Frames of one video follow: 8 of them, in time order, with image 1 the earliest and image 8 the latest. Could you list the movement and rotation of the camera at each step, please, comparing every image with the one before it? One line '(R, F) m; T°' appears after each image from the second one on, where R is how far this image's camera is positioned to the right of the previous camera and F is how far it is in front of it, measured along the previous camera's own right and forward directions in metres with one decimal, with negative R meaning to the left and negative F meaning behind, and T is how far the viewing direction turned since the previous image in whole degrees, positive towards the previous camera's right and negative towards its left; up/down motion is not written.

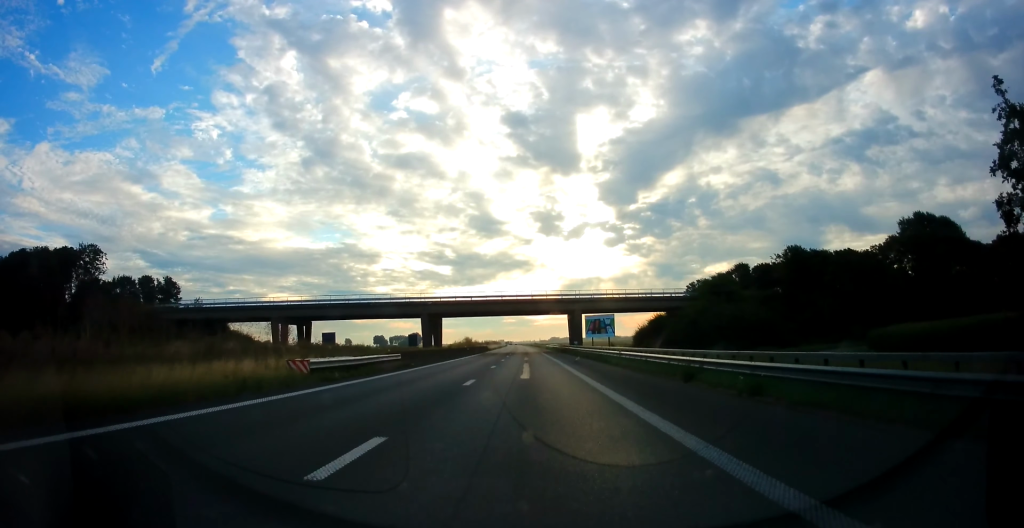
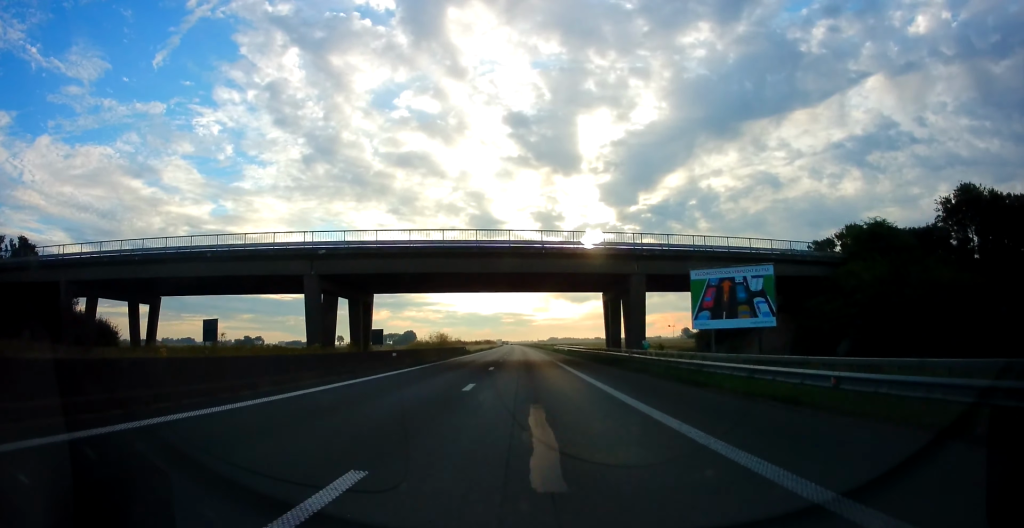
(-0.6, +39.8) m; -1°
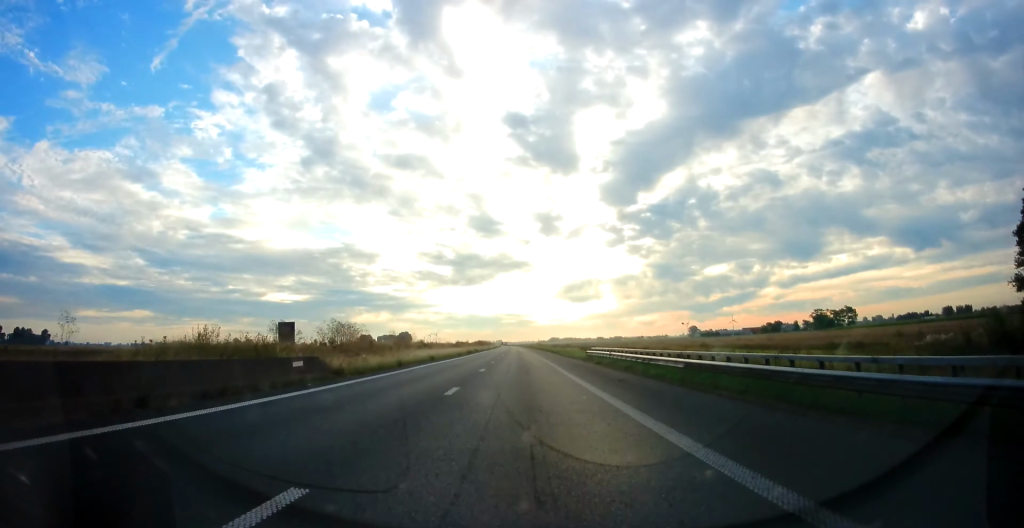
(-0.2, +51.0) m; 0°
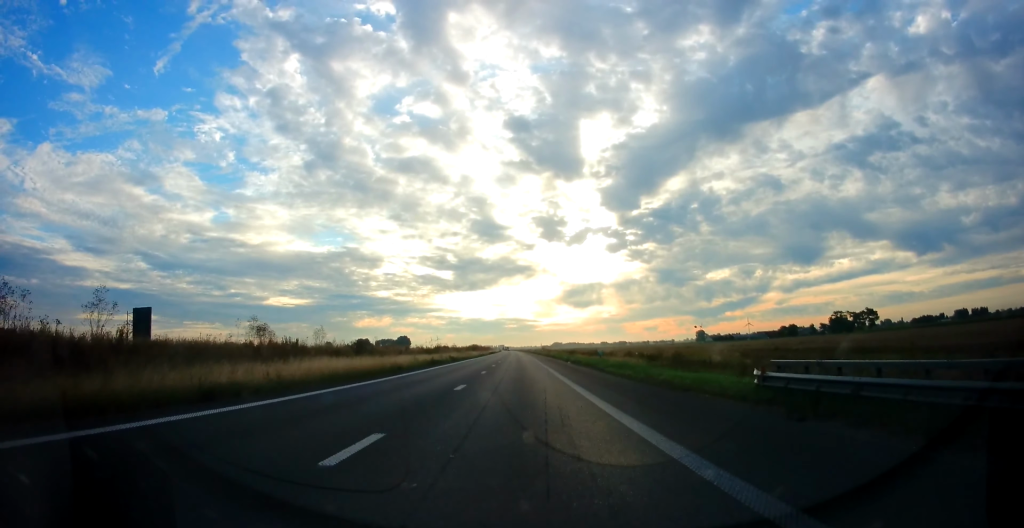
(+0.1, +33.9) m; 0°
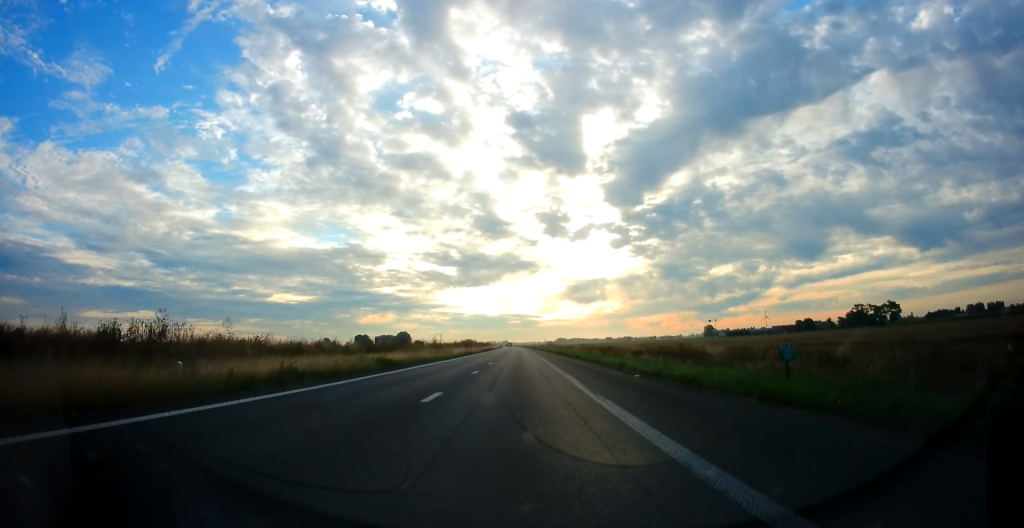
(0.0, +30.7) m; 0°
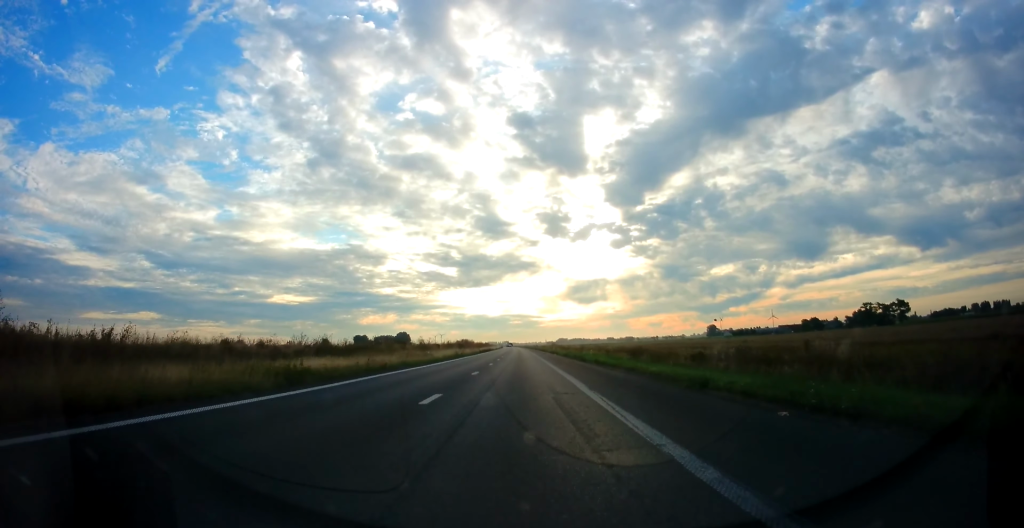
(0.0, +12.7) m; 0°
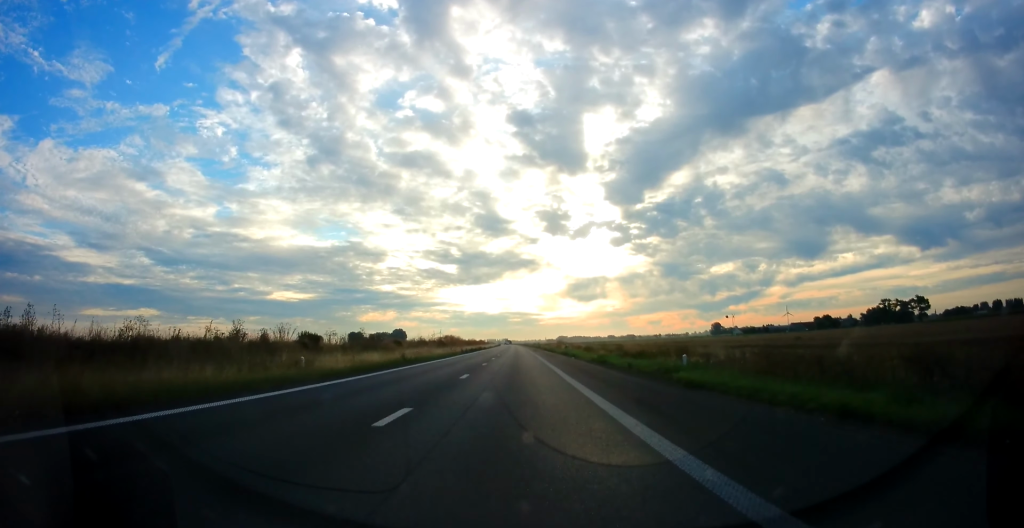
(0.0, +28.6) m; 0°
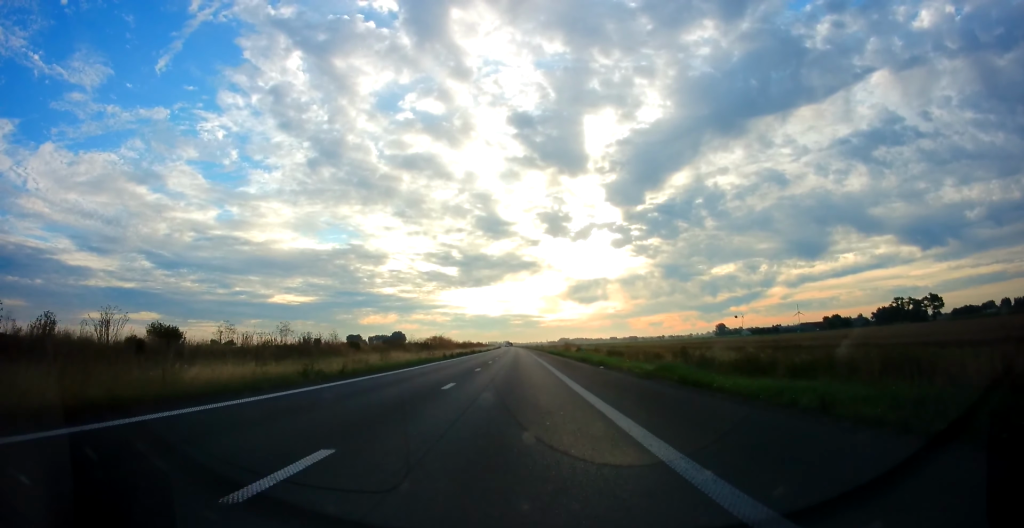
(-0.1, +17.0) m; 0°
